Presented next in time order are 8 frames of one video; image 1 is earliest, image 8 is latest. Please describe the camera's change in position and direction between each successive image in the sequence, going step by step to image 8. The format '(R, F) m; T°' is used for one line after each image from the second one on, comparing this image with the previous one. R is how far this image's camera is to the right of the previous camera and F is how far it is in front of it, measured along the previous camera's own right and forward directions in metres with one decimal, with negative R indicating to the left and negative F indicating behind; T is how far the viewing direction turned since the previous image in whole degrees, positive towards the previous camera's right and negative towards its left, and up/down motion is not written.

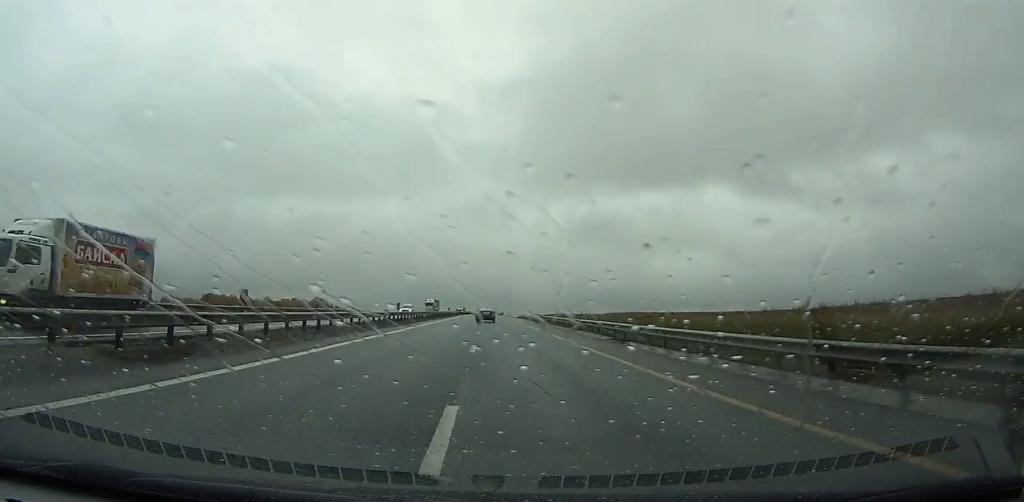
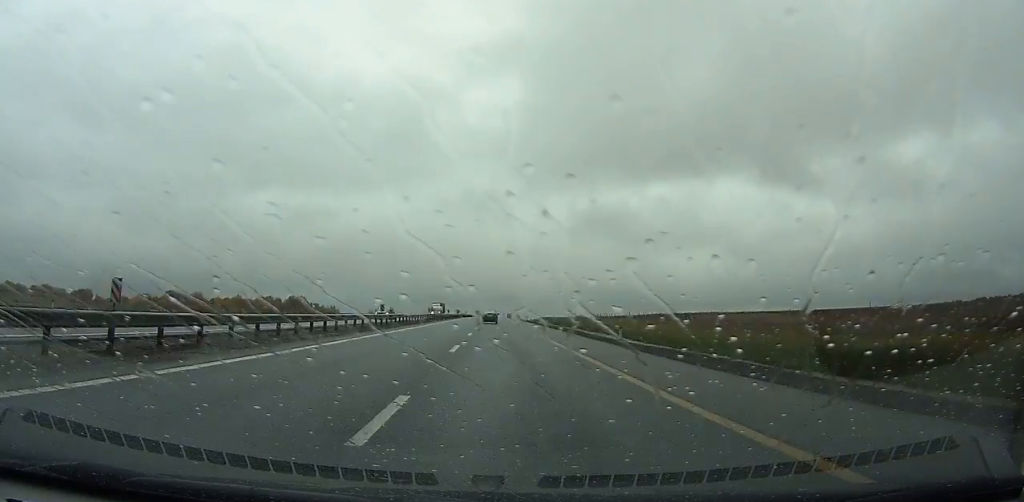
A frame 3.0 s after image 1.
(-0.1, +93.4) m; 0°
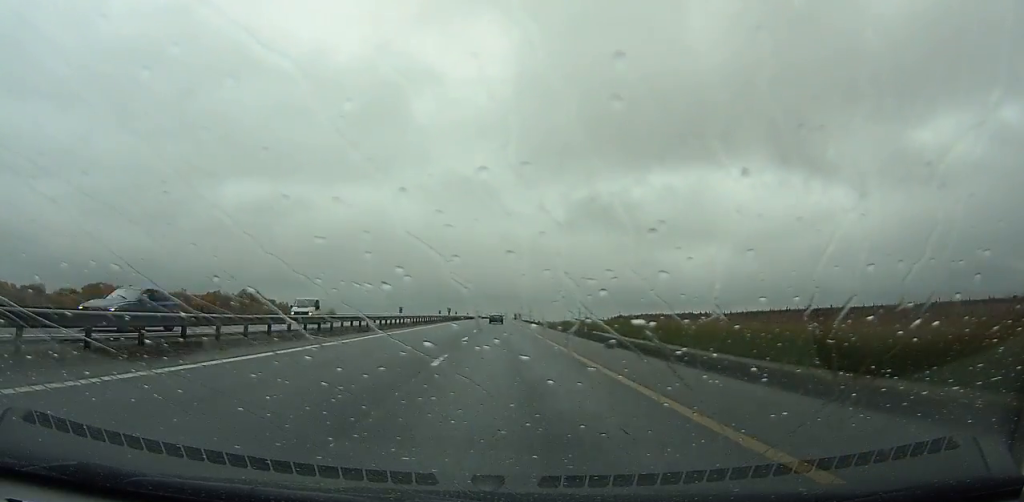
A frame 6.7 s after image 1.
(-0.3, +111.3) m; 0°
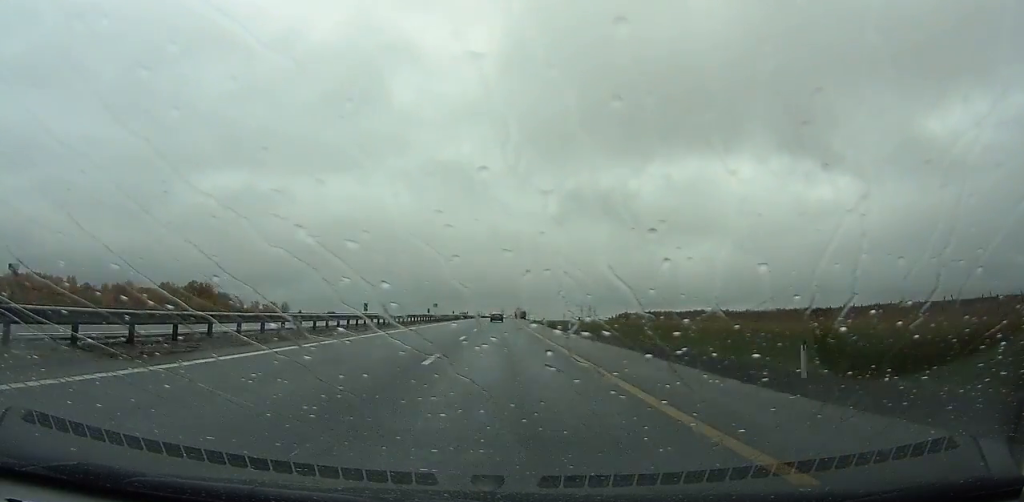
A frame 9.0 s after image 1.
(+0.2, +68.9) m; 0°
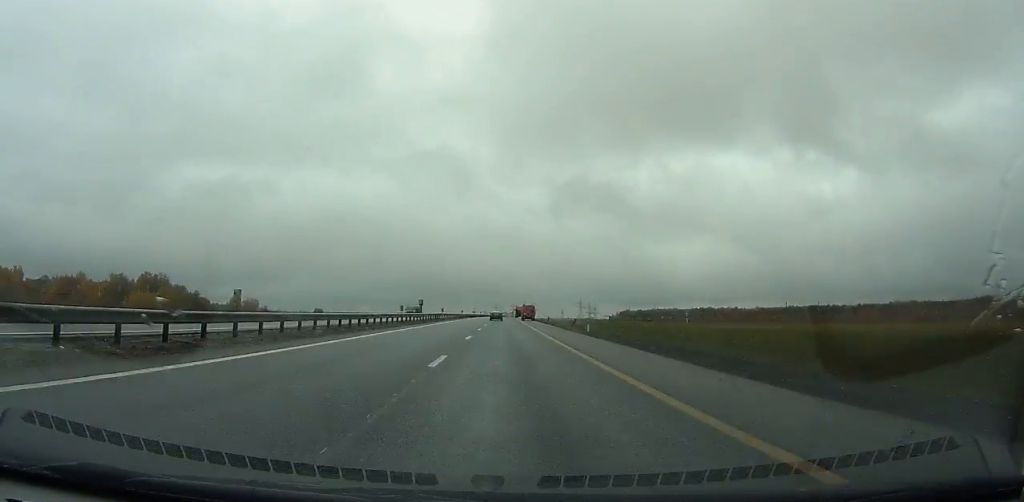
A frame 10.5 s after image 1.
(0.0, +45.1) m; 0°
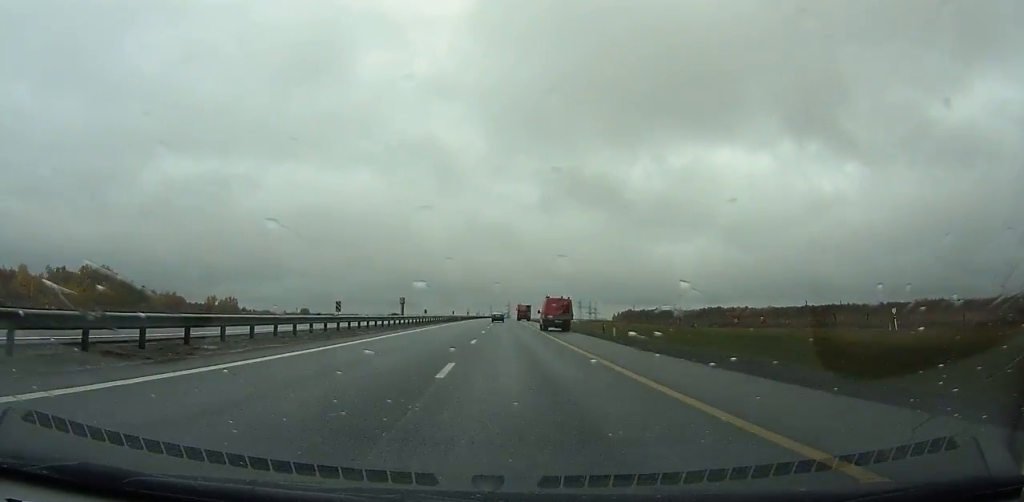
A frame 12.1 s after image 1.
(+0.2, +51.0) m; +1°
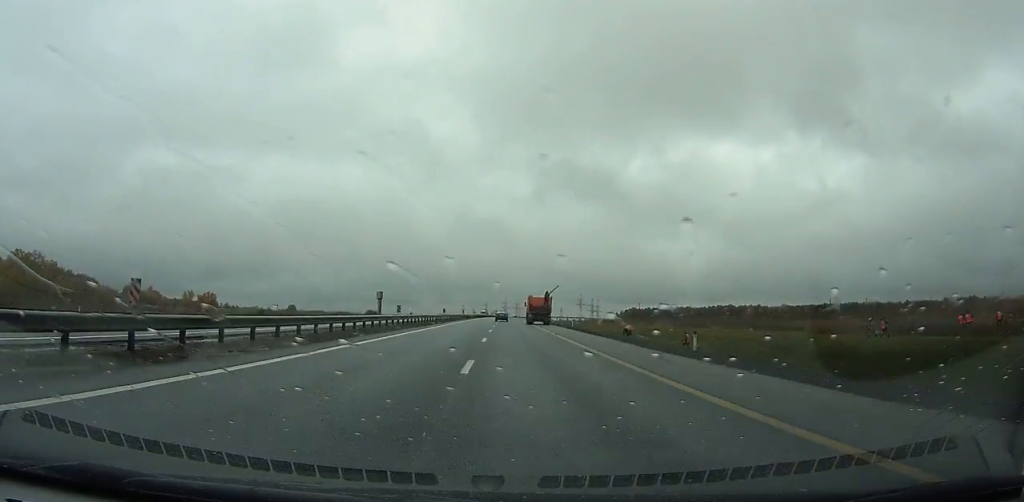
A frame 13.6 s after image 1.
(-0.1, +47.8) m; +1°
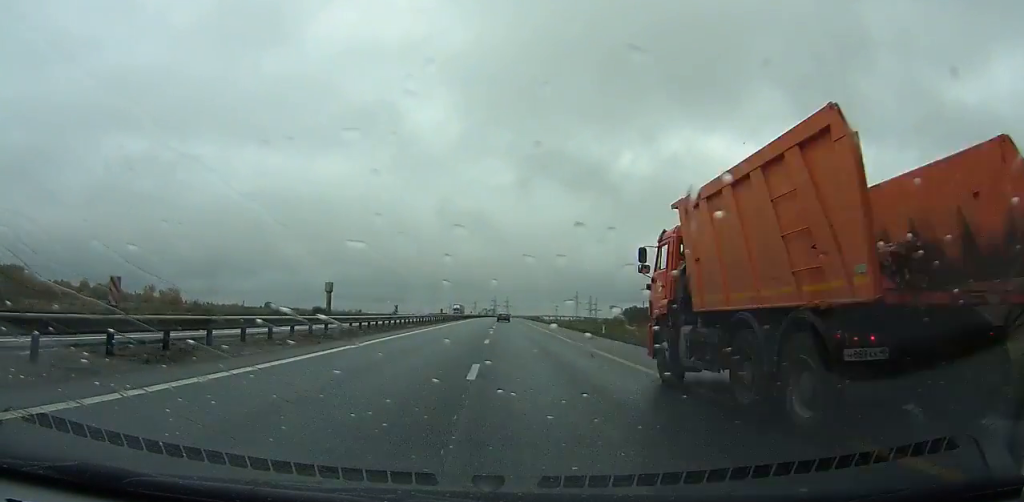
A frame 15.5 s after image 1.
(+0.7, +60.6) m; +1°
